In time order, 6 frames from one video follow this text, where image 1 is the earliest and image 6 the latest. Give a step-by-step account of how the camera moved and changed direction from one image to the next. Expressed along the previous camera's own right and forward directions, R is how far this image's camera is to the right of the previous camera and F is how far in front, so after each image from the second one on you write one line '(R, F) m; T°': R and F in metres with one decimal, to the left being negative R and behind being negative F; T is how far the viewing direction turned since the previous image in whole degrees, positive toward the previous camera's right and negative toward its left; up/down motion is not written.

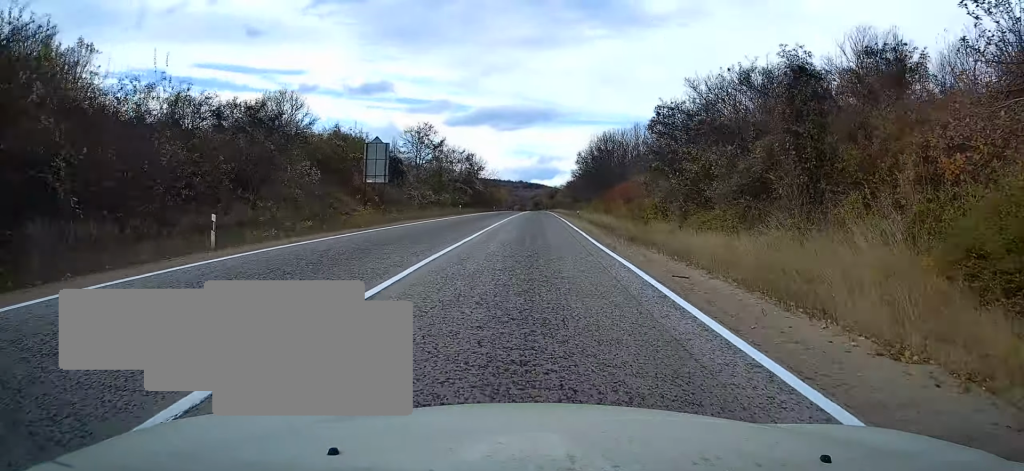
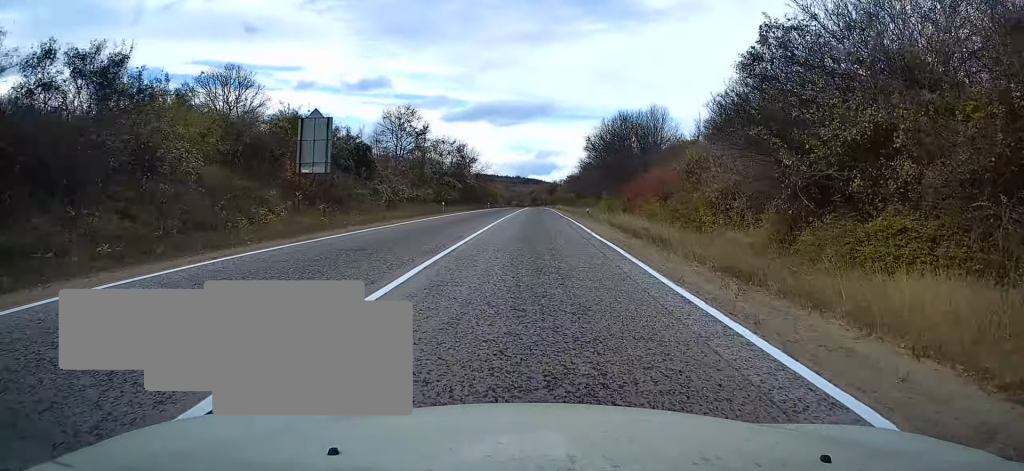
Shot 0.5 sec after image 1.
(0.0, +11.7) m; 0°
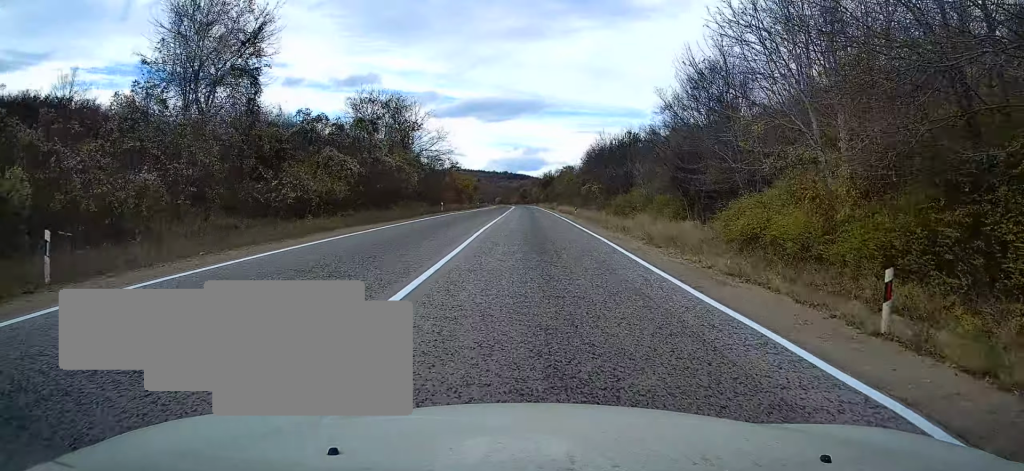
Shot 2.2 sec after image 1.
(+0.4, +44.4) m; +1°
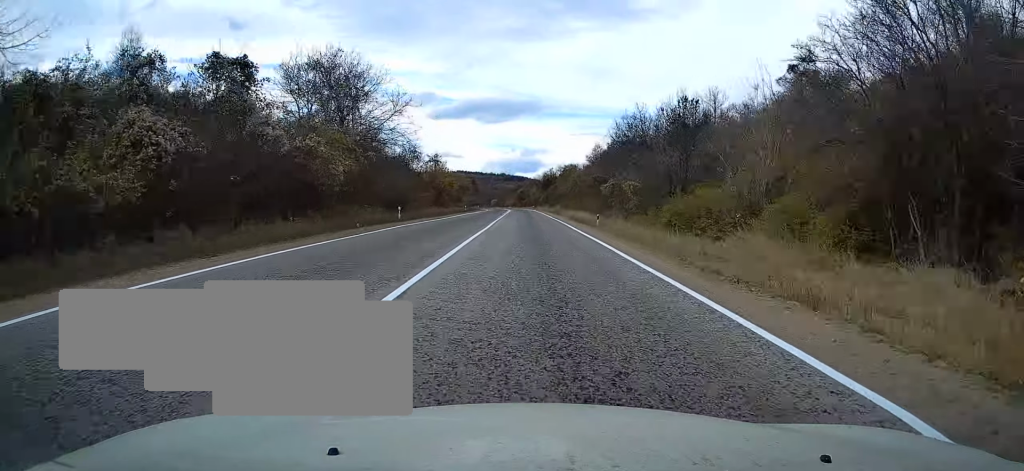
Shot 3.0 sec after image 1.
(-0.3, +18.4) m; +1°
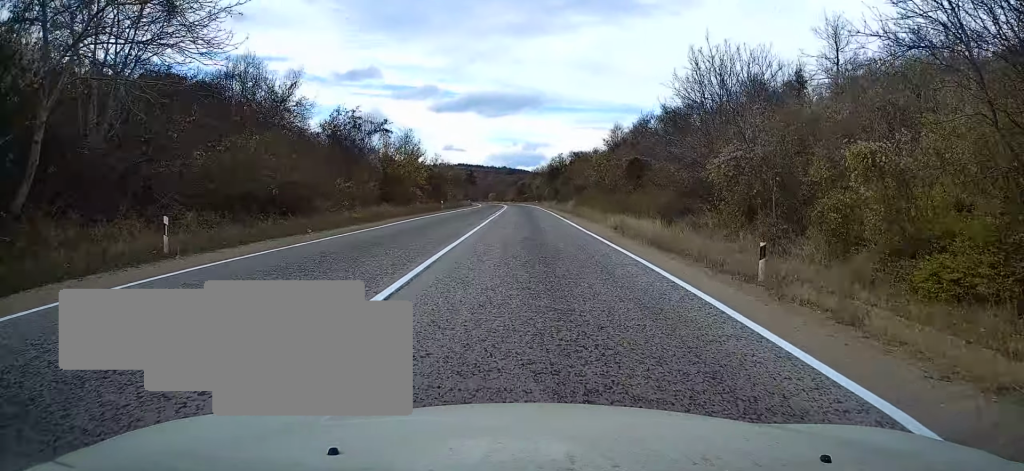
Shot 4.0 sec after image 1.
(+0.7, +26.0) m; 0°
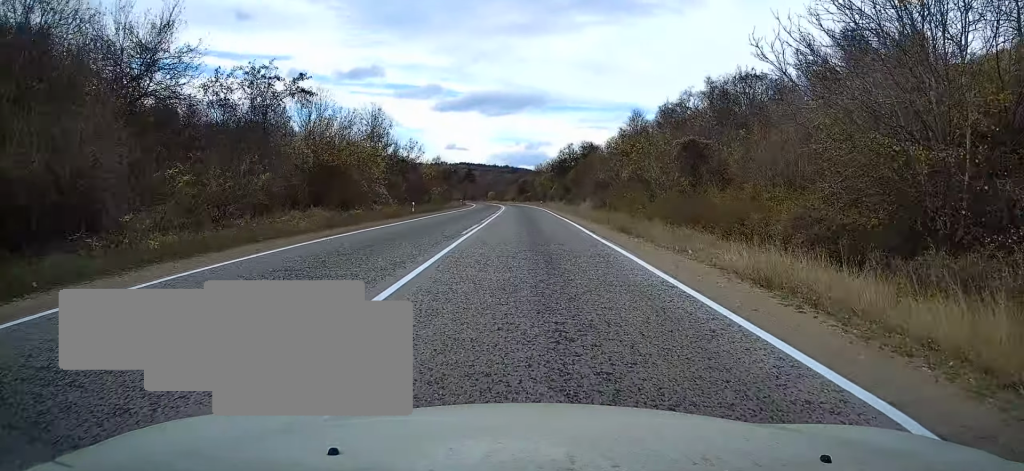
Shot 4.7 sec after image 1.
(-0.5, +16.7) m; 0°
